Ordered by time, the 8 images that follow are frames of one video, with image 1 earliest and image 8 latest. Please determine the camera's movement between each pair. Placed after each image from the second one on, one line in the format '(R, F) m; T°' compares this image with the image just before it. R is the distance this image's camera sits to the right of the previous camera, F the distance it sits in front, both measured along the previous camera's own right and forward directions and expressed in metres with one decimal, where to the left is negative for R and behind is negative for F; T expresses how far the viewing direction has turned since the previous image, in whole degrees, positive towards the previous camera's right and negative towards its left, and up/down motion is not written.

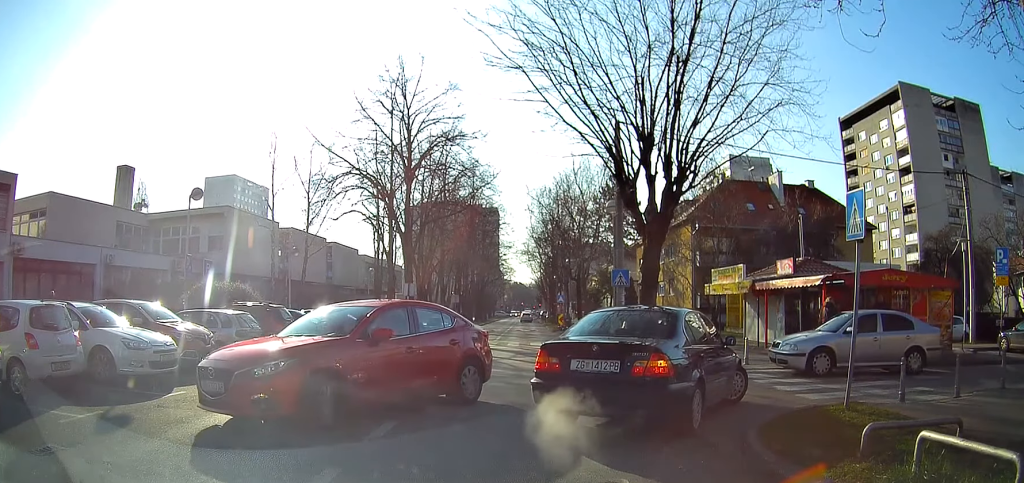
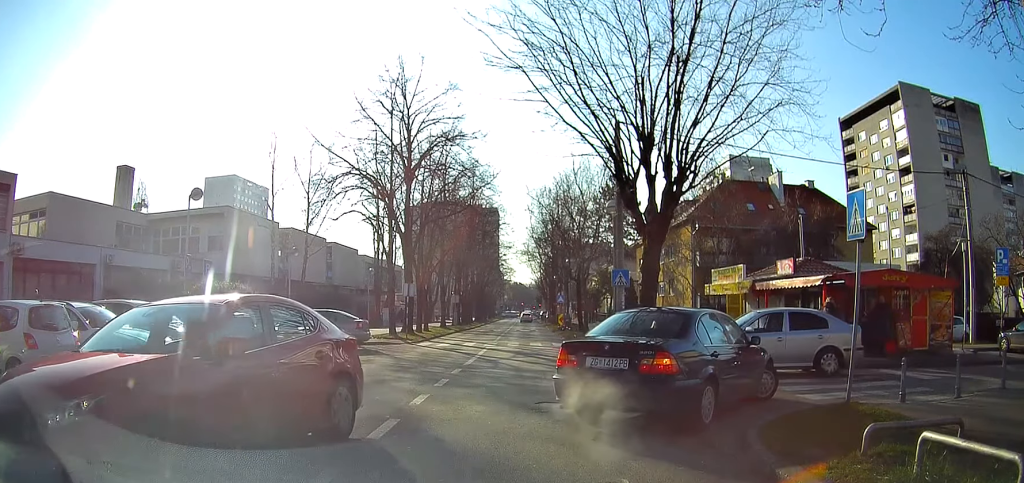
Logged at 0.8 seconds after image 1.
(0.0, 0.0) m; 0°
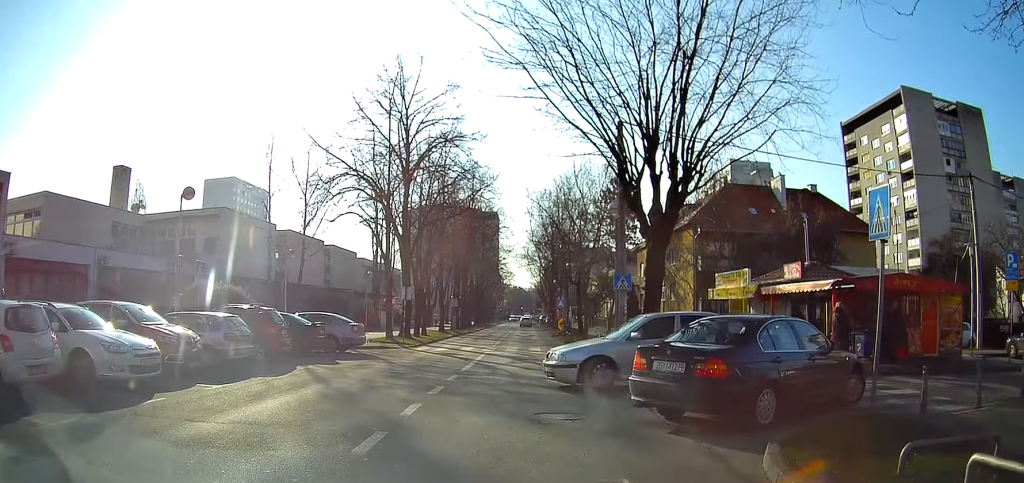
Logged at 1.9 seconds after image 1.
(+0.1, +0.3) m; 0°
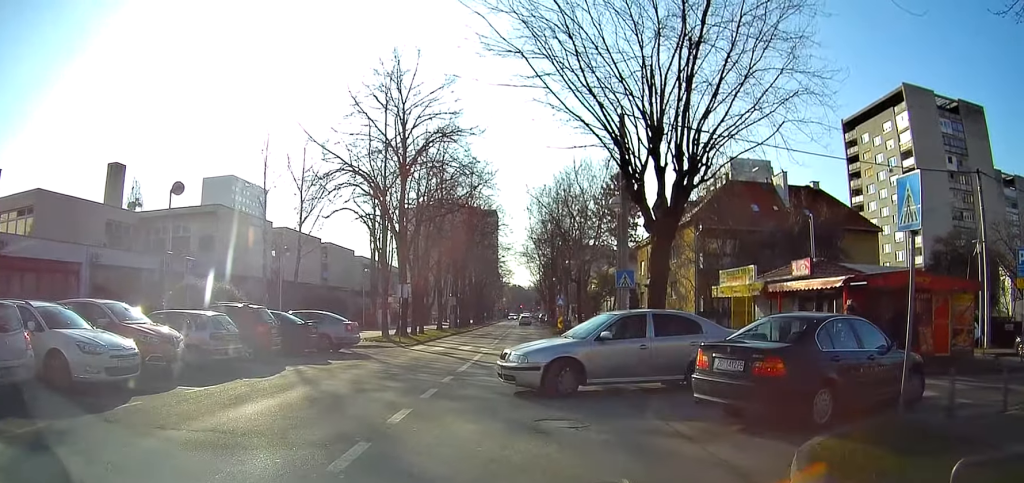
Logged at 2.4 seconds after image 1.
(0.0, 0.0) m; 0°
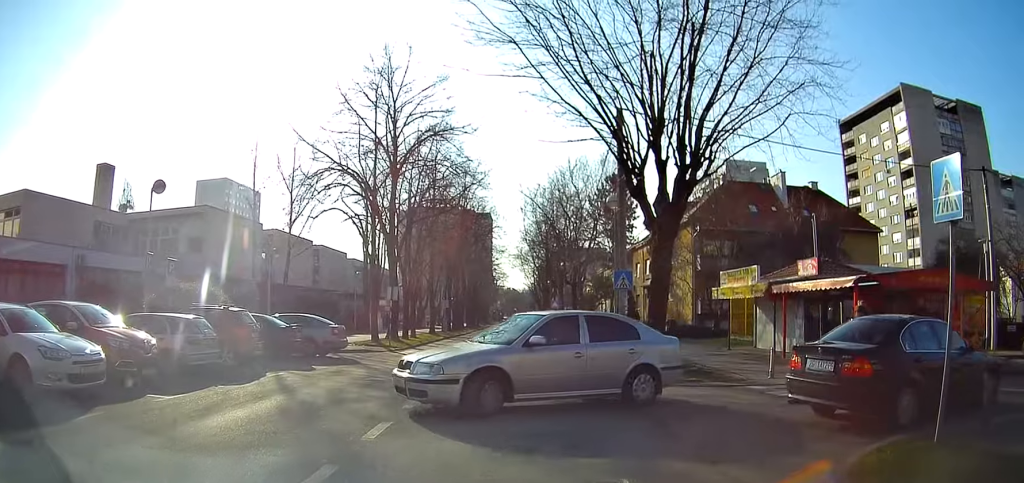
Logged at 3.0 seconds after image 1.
(0.0, +0.3) m; 0°
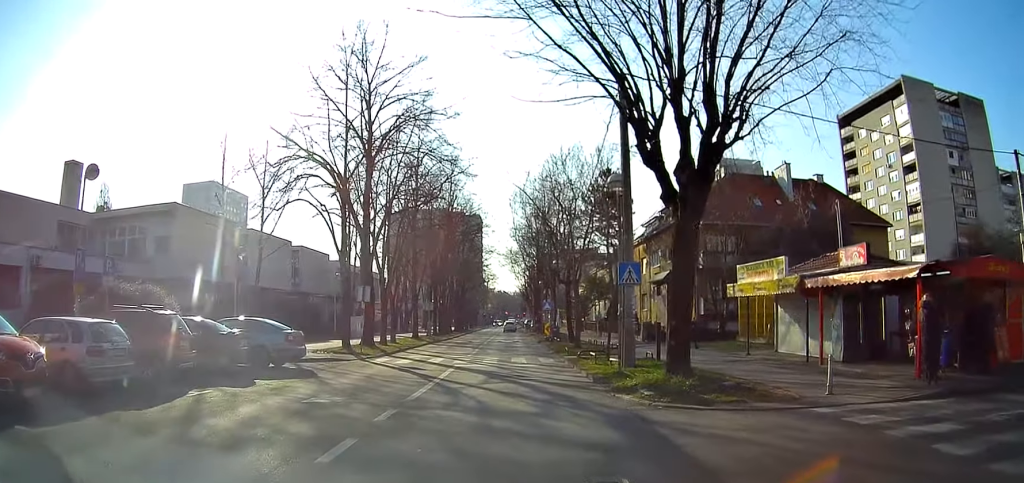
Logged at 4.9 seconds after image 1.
(+0.1, +1.5) m; +4°
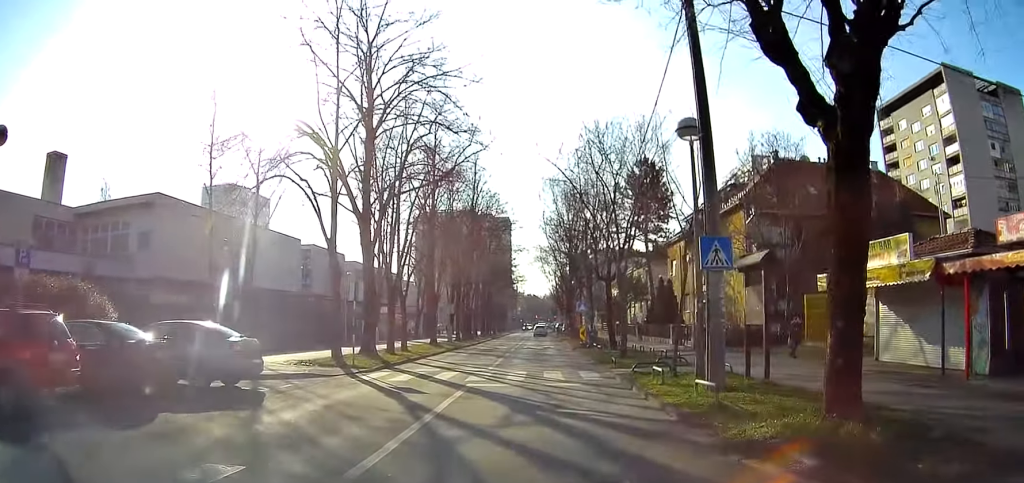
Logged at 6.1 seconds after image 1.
(+0.1, +4.9) m; +2°
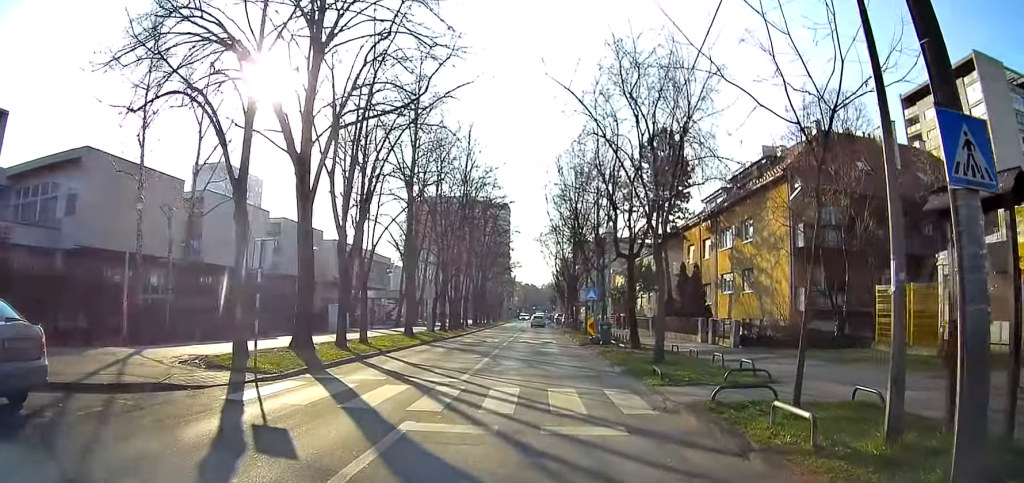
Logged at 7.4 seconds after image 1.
(+0.1, +8.2) m; -1°
